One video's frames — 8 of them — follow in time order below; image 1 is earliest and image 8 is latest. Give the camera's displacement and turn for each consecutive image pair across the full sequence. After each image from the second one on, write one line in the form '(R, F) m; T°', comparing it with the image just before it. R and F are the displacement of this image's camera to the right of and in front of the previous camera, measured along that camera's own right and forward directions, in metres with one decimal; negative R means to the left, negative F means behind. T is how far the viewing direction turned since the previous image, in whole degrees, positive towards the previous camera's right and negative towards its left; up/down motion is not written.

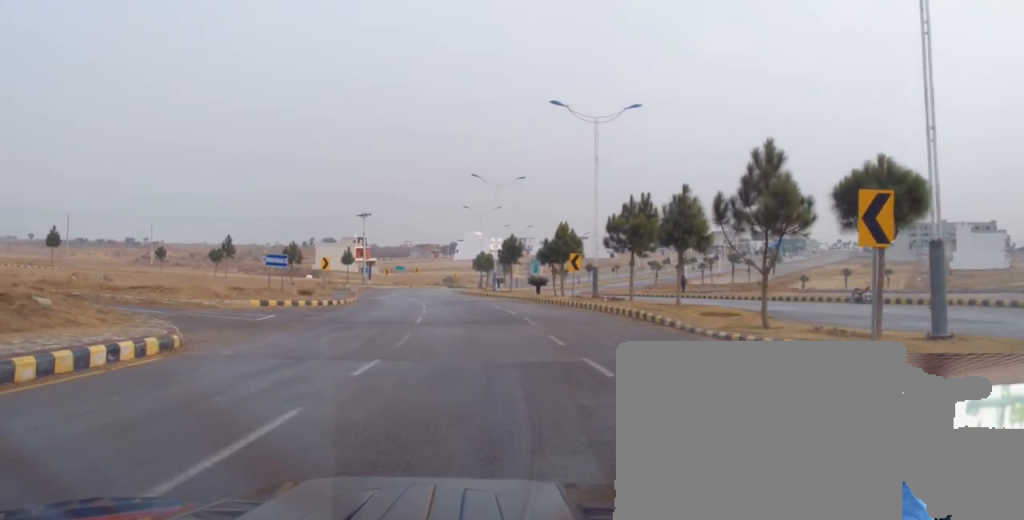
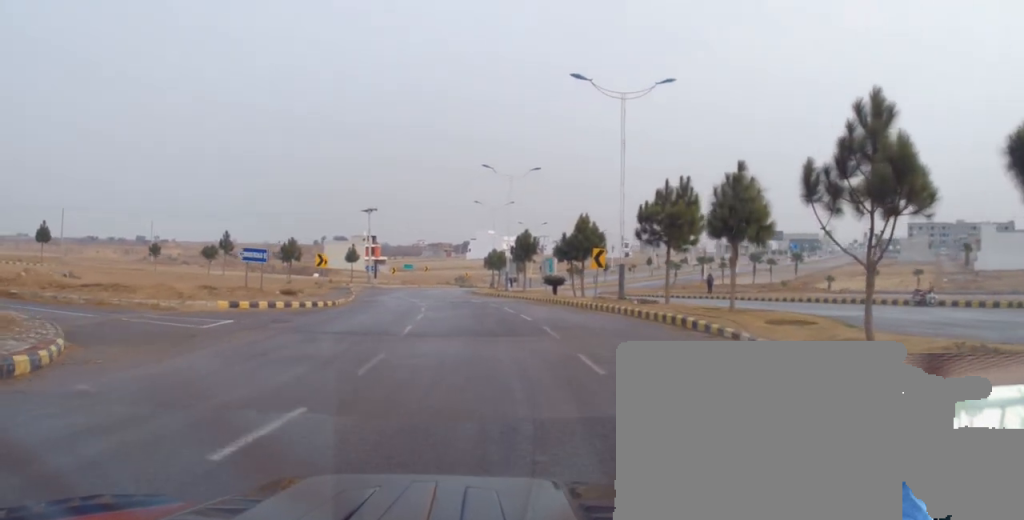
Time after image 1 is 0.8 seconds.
(+0.1, +5.2) m; -1°
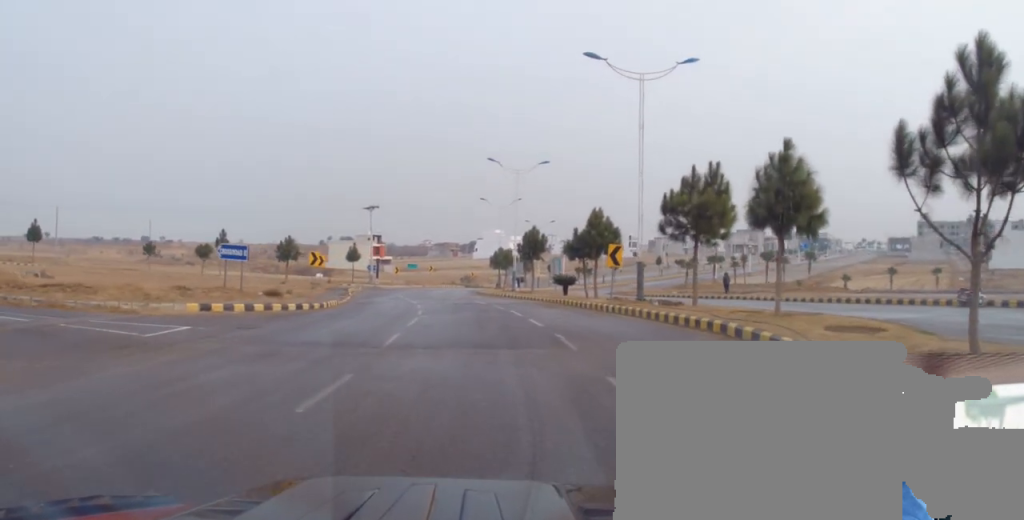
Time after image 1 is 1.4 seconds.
(0.0, +3.4) m; -2°
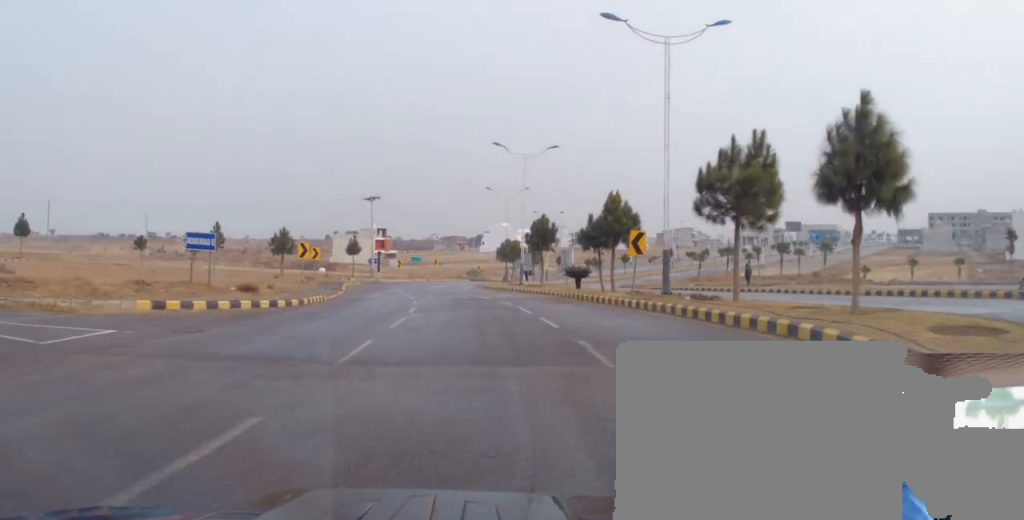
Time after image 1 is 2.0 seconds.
(-0.2, +4.0) m; -2°
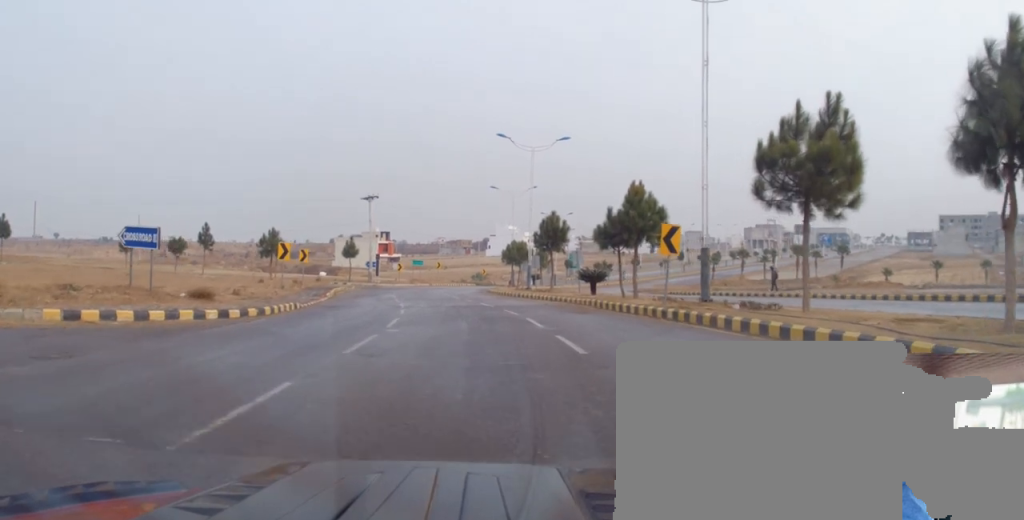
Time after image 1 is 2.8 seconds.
(-0.1, +5.0) m; +1°
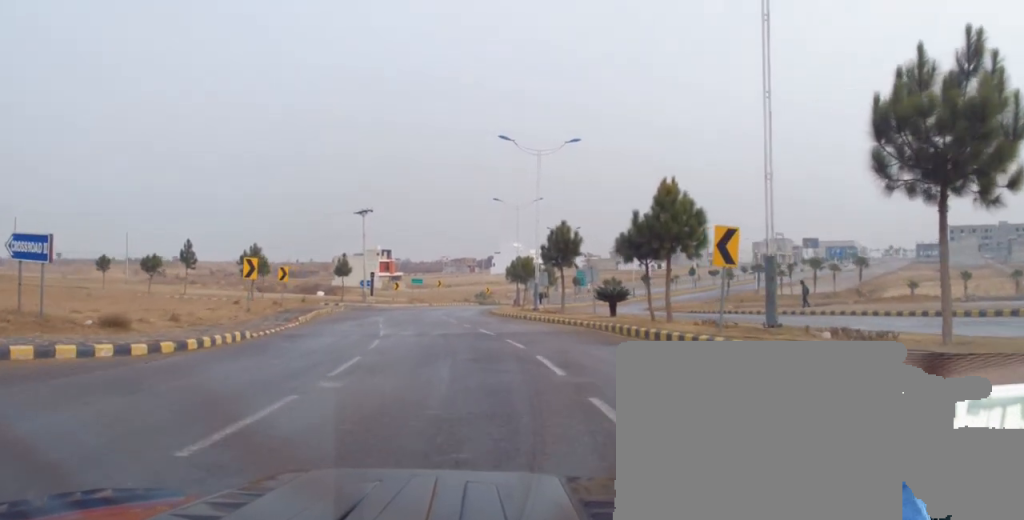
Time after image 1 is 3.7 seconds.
(+0.1, +5.7) m; +1°
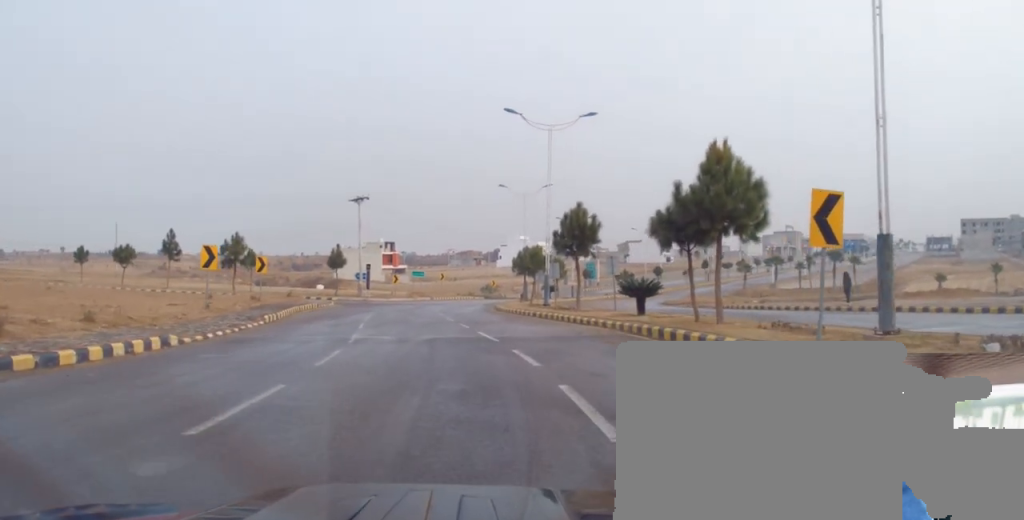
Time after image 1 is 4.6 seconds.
(+0.1, +5.4) m; -2°
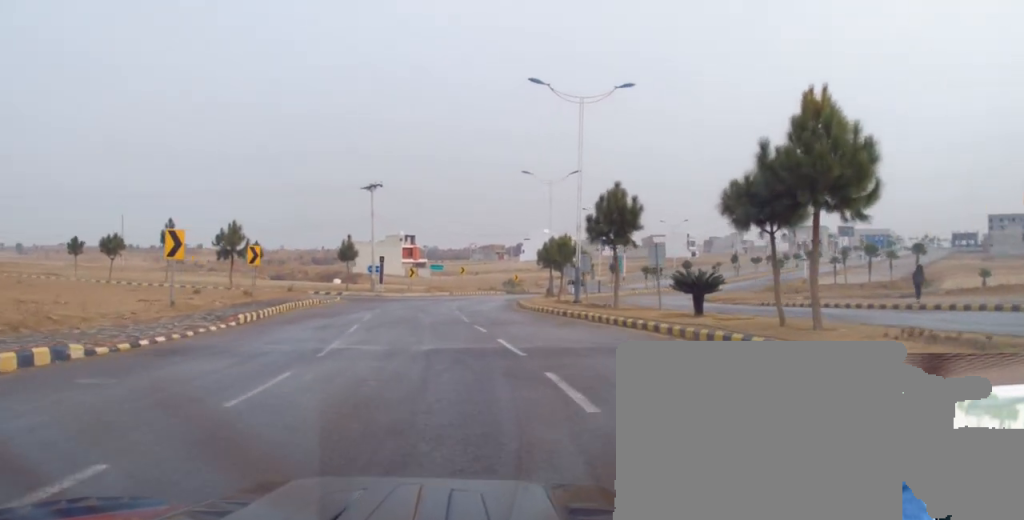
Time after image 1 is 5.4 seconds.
(-0.2, +5.0) m; -5°
